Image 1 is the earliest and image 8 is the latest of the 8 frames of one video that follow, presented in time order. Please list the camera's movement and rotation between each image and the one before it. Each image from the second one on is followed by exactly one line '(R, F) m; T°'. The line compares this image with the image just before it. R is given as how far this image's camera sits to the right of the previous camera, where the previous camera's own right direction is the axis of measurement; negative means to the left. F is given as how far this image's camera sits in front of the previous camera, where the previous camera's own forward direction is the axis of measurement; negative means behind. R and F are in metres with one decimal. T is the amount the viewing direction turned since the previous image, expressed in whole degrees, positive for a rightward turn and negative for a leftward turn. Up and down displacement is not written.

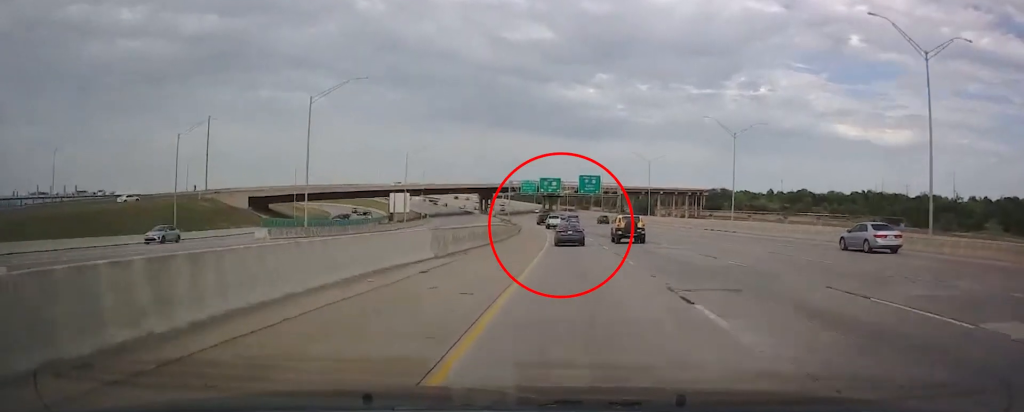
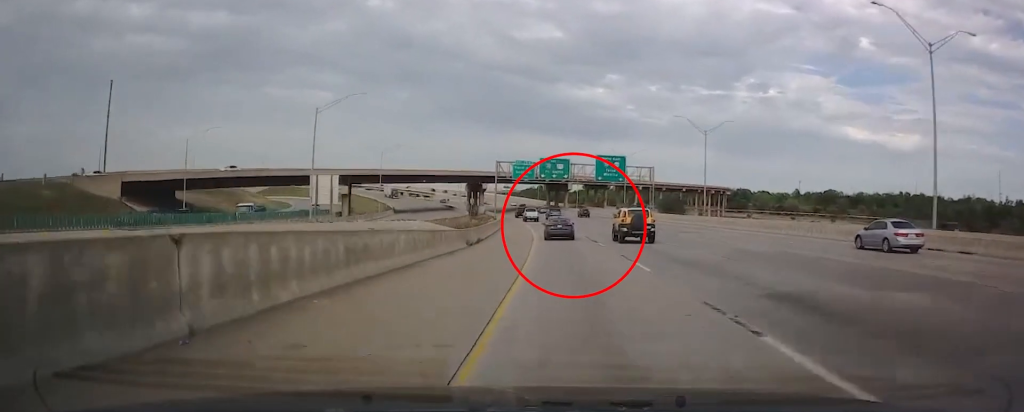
(-0.4, +44.2) m; -1°
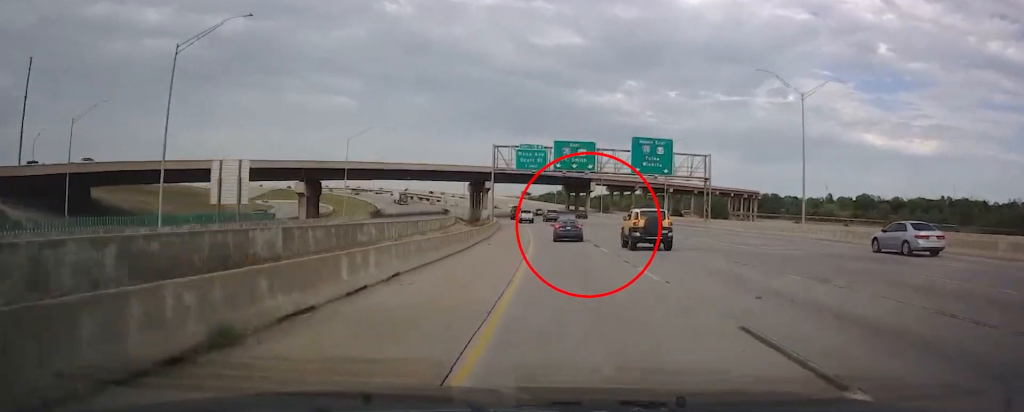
(-0.3, +29.1) m; 0°
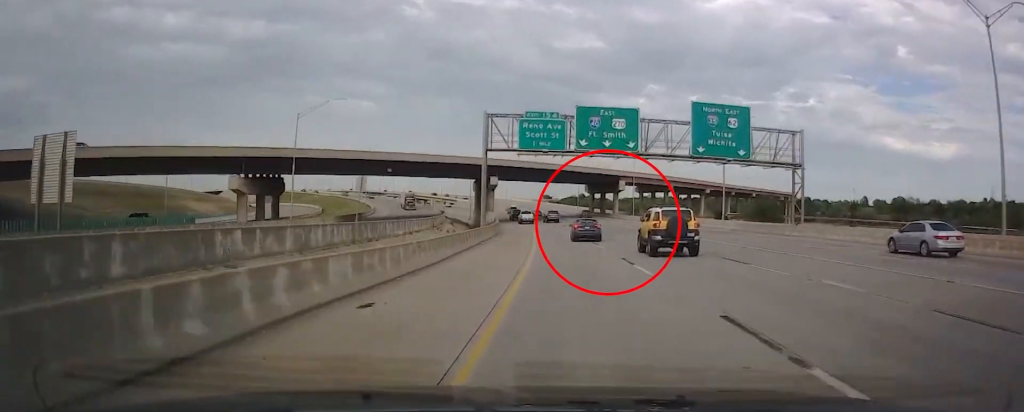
(+0.5, +26.0) m; 0°
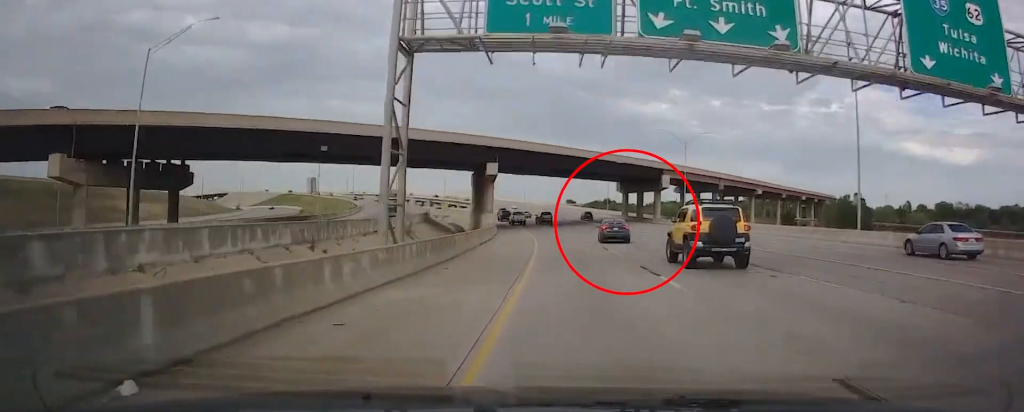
(-0.6, +31.6) m; -2°
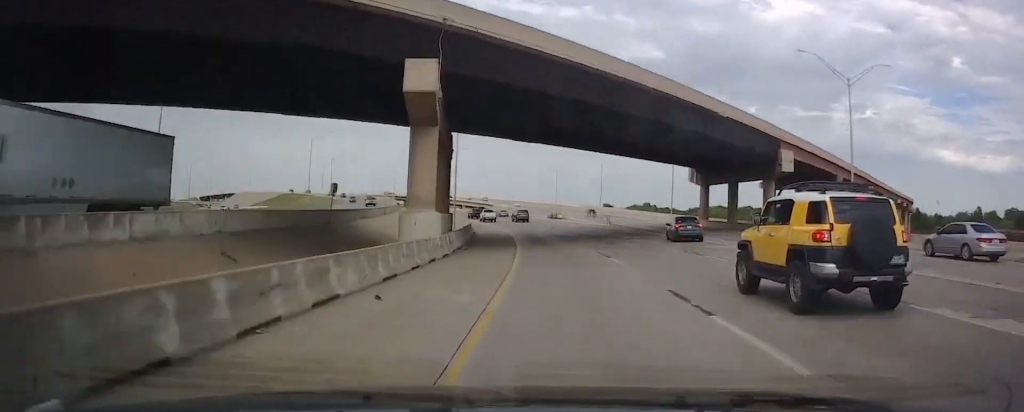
(-1.5, +46.4) m; -3°
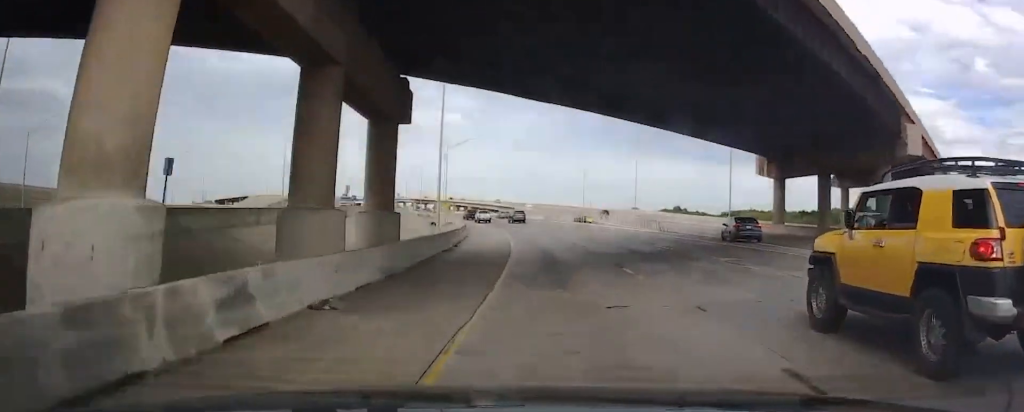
(-0.2, +21.3) m; -1°
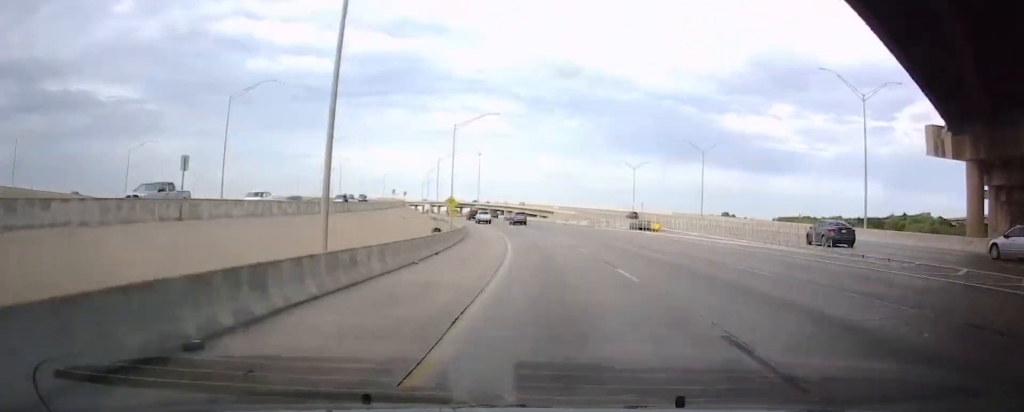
(-0.5, +28.0) m; -1°
